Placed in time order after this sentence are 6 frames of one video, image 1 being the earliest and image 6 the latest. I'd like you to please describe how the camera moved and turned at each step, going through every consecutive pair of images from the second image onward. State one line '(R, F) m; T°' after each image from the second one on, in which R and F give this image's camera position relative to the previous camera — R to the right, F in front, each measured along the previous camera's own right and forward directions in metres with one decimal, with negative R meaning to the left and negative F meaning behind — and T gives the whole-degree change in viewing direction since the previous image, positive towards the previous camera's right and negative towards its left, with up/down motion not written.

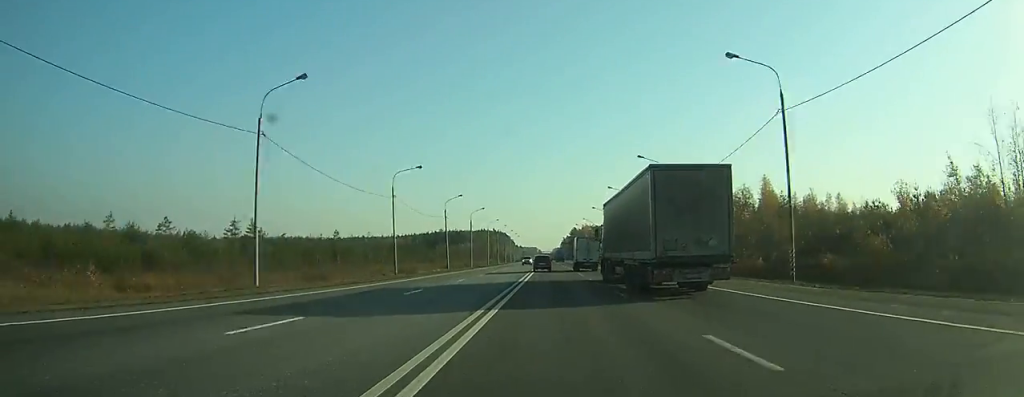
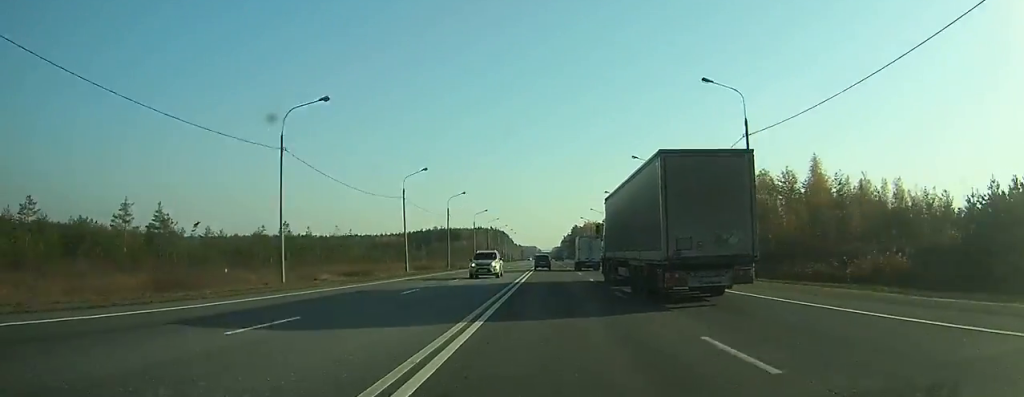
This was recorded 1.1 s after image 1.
(0.0, +24.3) m; 0°
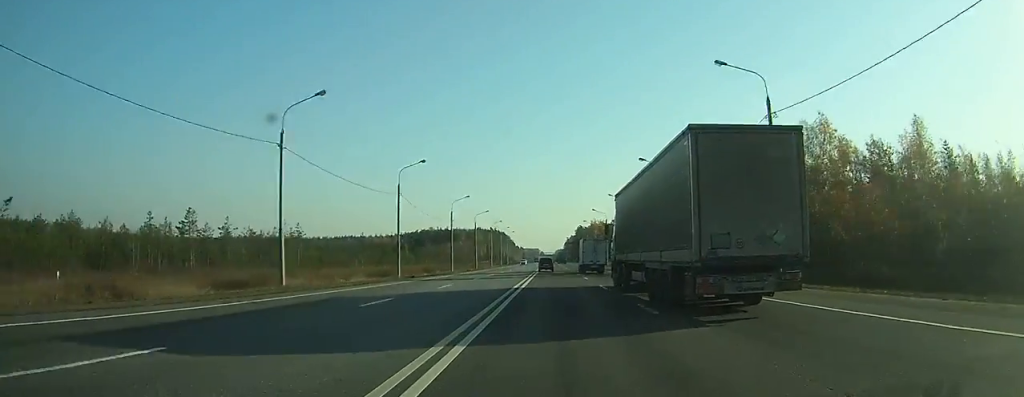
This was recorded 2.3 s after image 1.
(0.0, +29.0) m; 0°
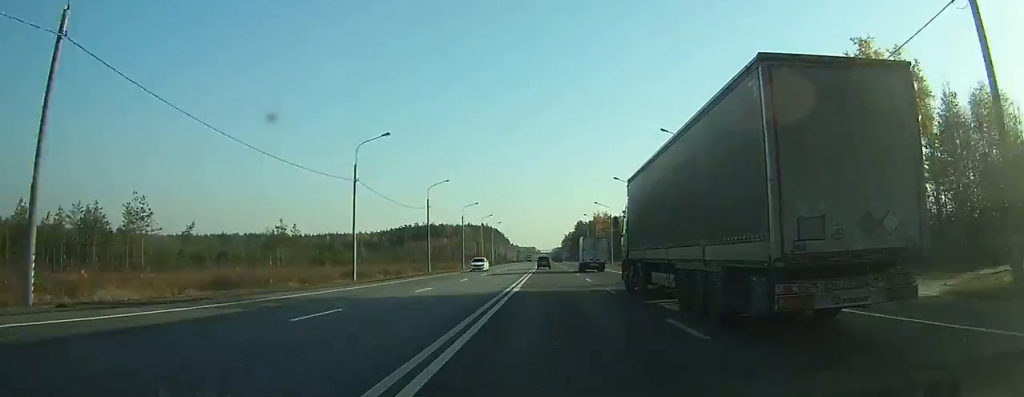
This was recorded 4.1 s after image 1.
(-0.2, +40.4) m; 0°
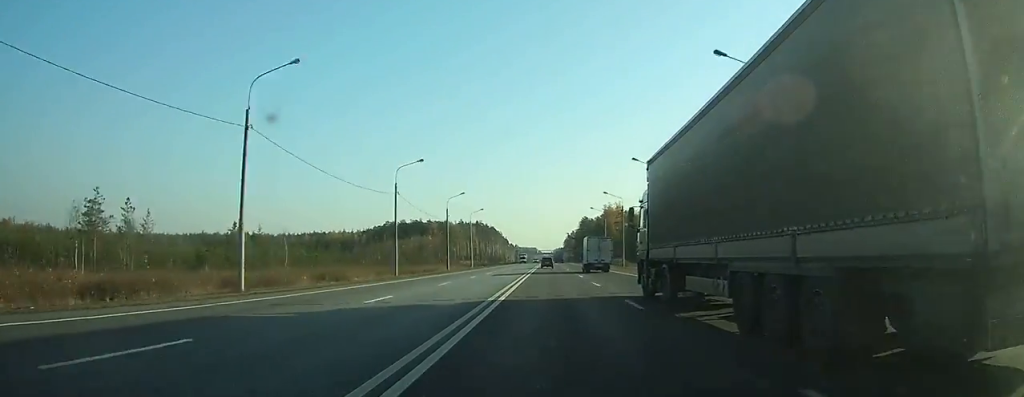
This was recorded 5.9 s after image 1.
(0.0, +42.6) m; 0°
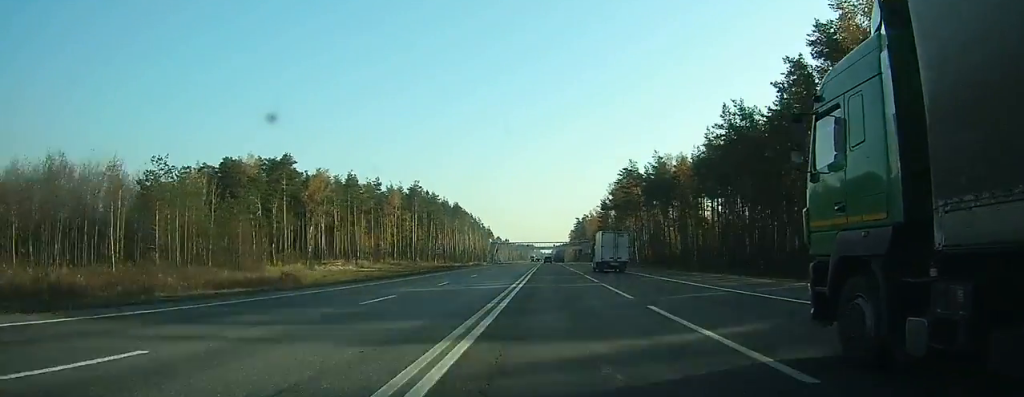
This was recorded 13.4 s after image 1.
(+0.6, +181.9) m; 0°
